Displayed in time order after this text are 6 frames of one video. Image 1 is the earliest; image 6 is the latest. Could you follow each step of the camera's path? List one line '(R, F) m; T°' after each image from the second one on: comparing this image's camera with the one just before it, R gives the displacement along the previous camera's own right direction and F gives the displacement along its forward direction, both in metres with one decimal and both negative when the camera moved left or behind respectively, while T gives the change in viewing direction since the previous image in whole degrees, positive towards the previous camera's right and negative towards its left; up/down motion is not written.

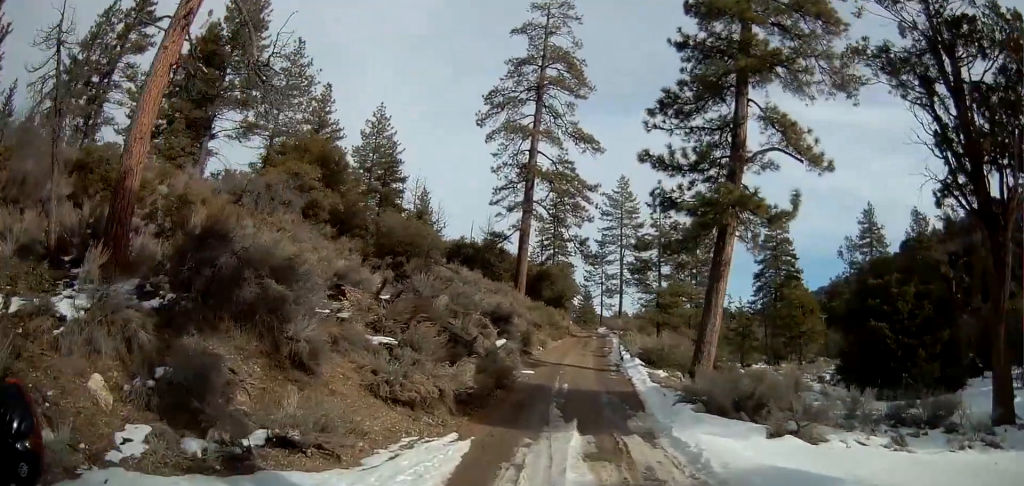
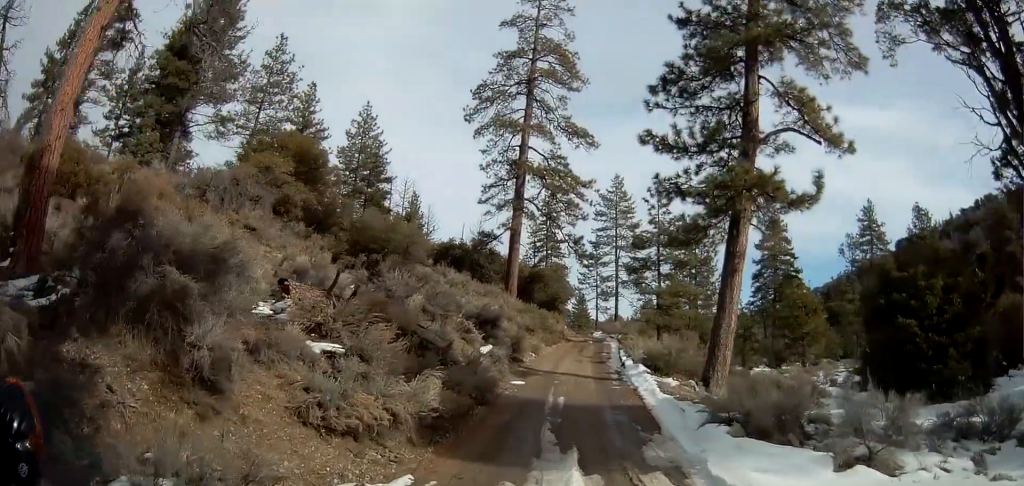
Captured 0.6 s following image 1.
(+0.2, +2.9) m; +3°
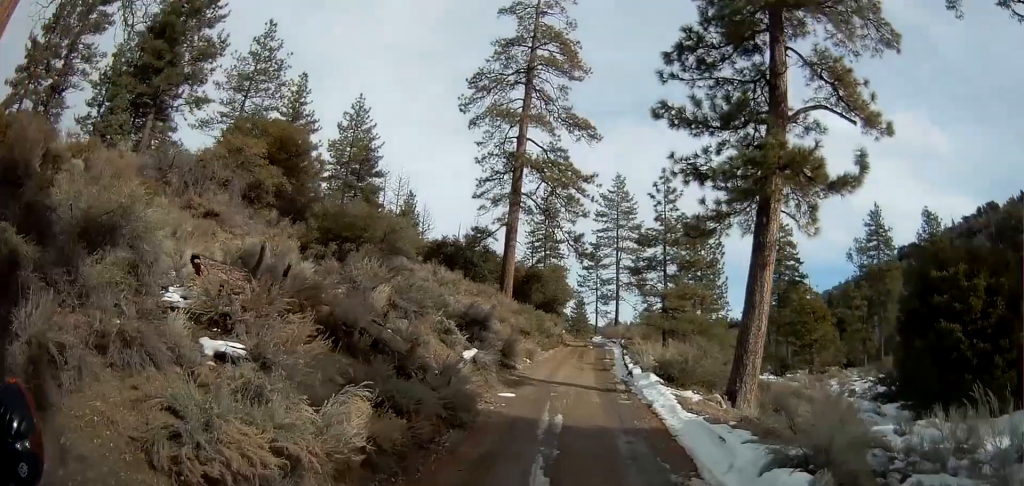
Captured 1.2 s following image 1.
(+0.1, +3.3) m; +2°
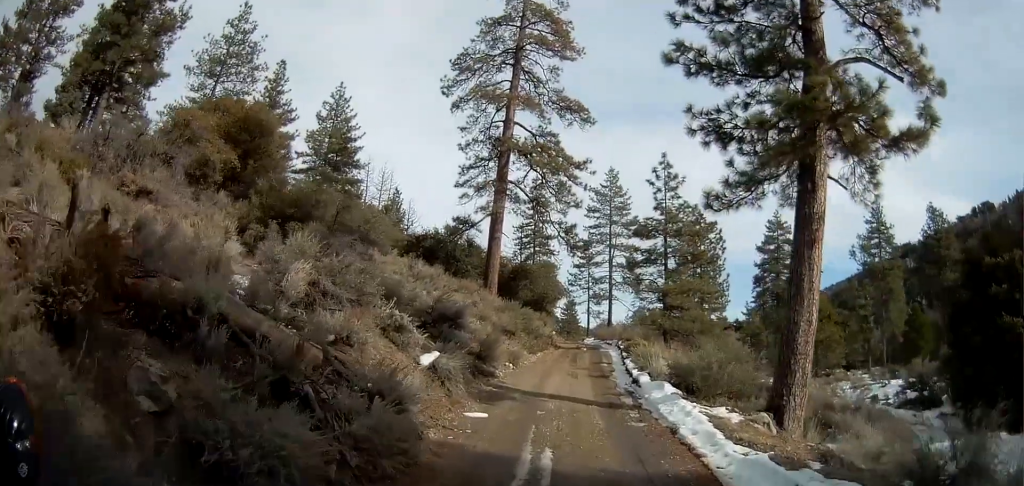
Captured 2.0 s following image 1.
(0.0, +4.1) m; 0°
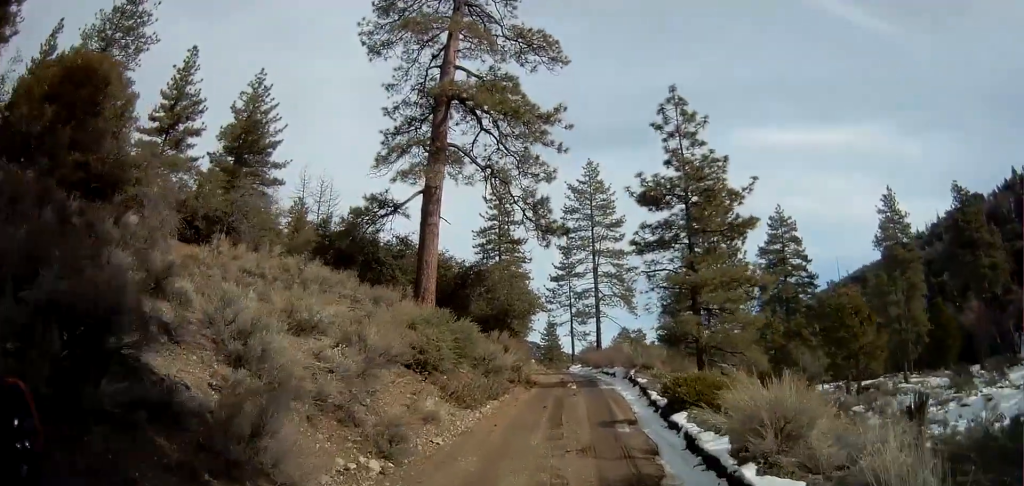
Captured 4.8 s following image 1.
(+0.8, +14.0) m; +4°
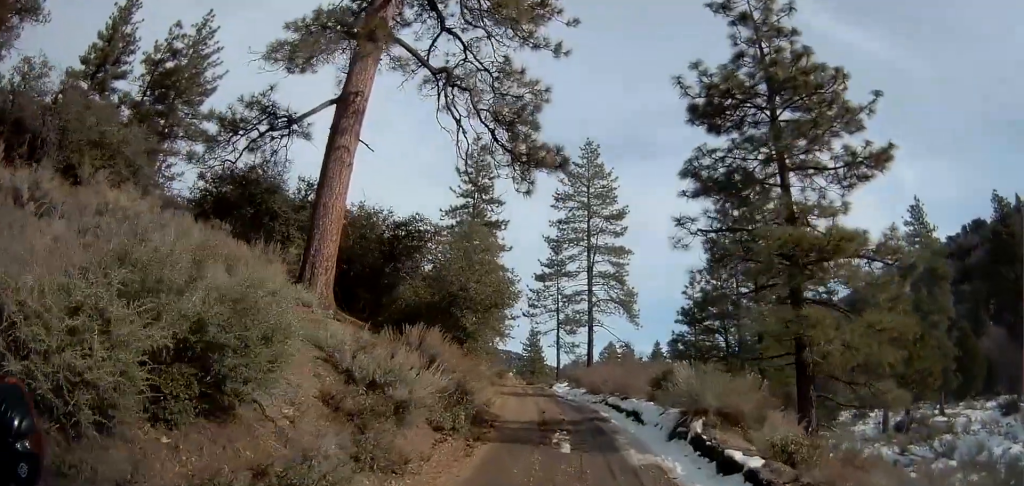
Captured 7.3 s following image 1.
(0.0, +11.7) m; +1°
